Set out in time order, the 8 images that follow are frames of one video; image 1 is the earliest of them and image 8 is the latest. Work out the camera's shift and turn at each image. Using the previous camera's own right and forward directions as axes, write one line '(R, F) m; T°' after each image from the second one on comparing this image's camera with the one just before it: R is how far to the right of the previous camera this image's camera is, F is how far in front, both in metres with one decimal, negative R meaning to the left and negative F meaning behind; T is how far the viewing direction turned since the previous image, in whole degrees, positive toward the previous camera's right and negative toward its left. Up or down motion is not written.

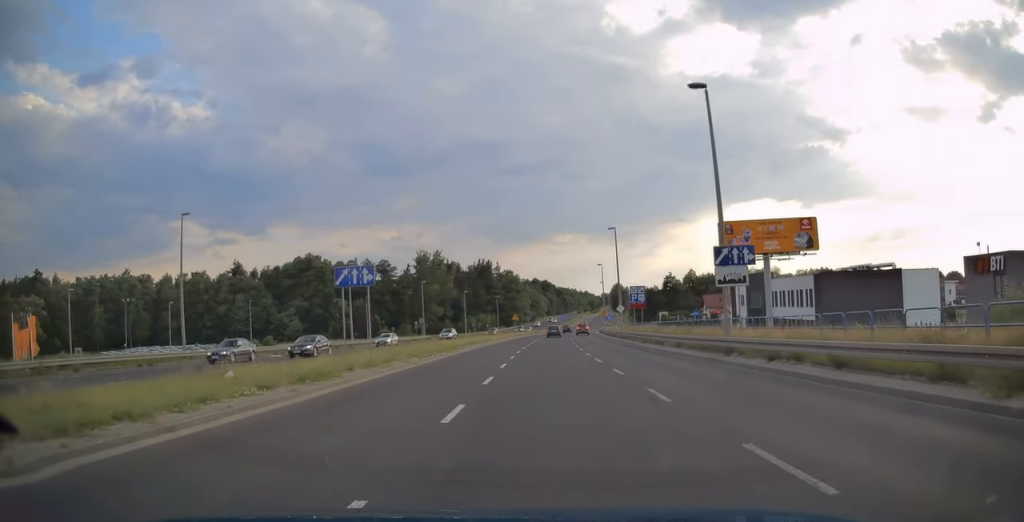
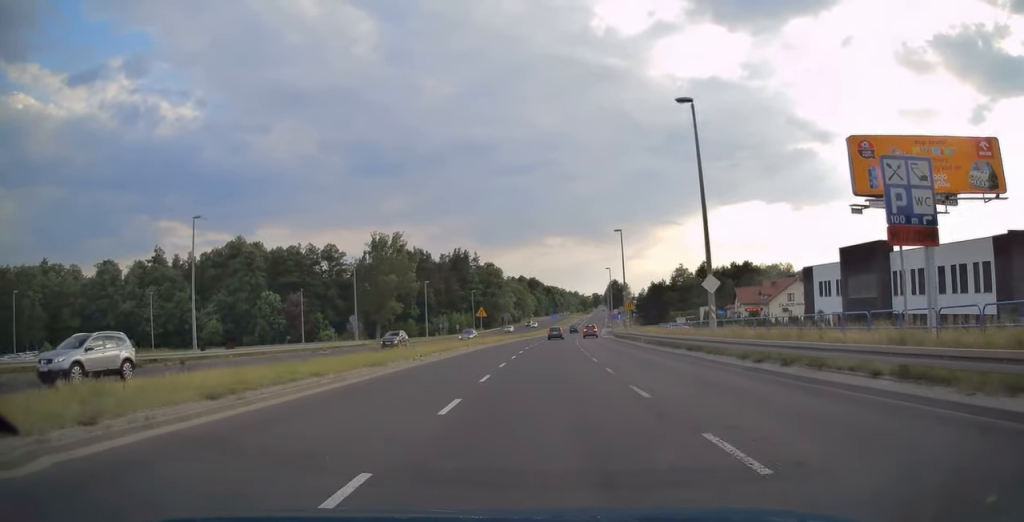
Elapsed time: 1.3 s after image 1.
(+0.1, +34.6) m; 0°
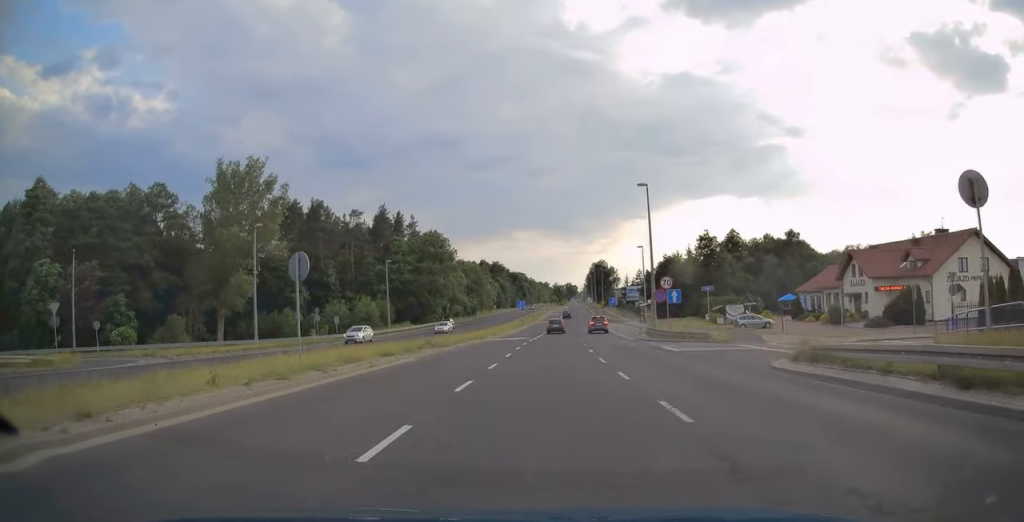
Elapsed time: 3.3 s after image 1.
(+0.9, +56.6) m; +2°
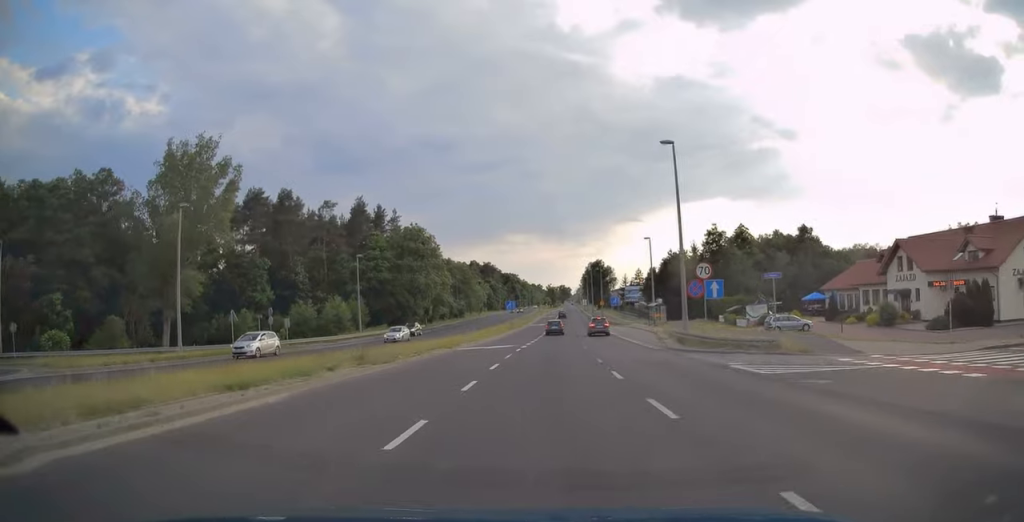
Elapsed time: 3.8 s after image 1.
(-0.1, +11.3) m; +1°
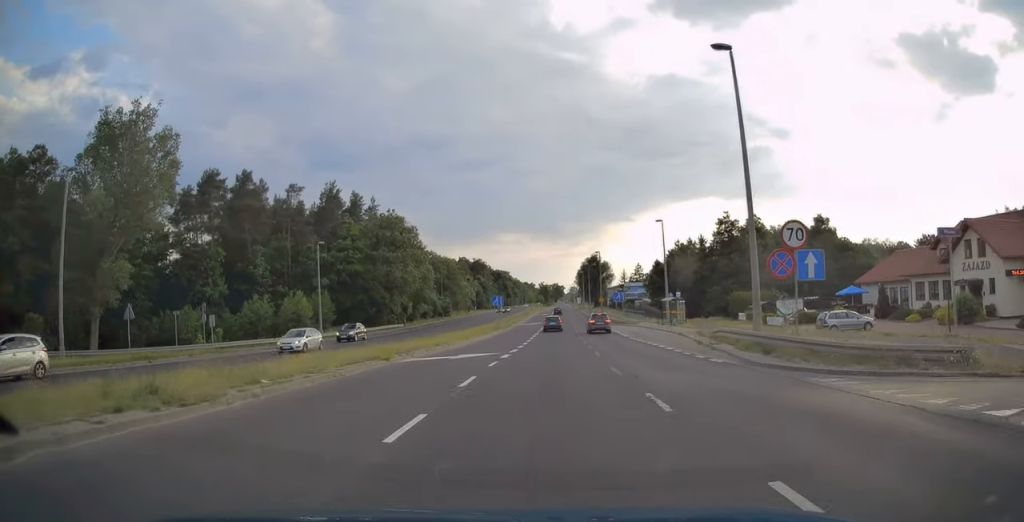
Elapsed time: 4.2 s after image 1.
(+0.2, +11.9) m; +1°
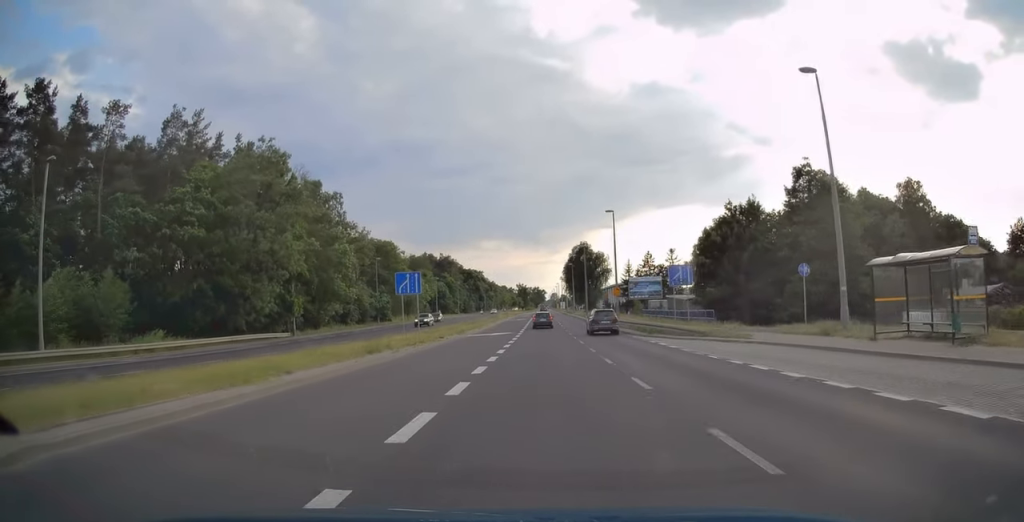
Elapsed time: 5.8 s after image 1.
(+1.3, +40.3) m; +3°
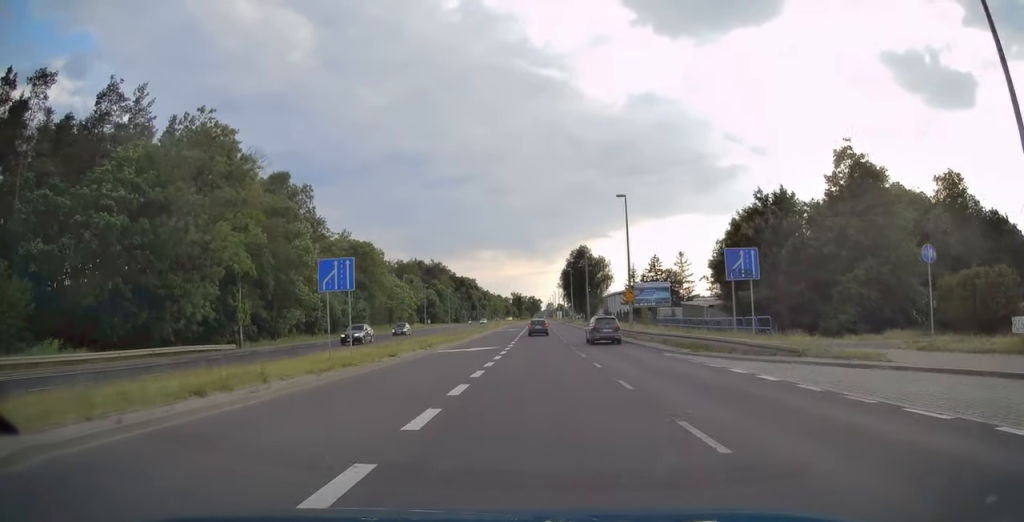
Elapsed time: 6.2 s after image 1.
(0.0, +11.0) m; 0°
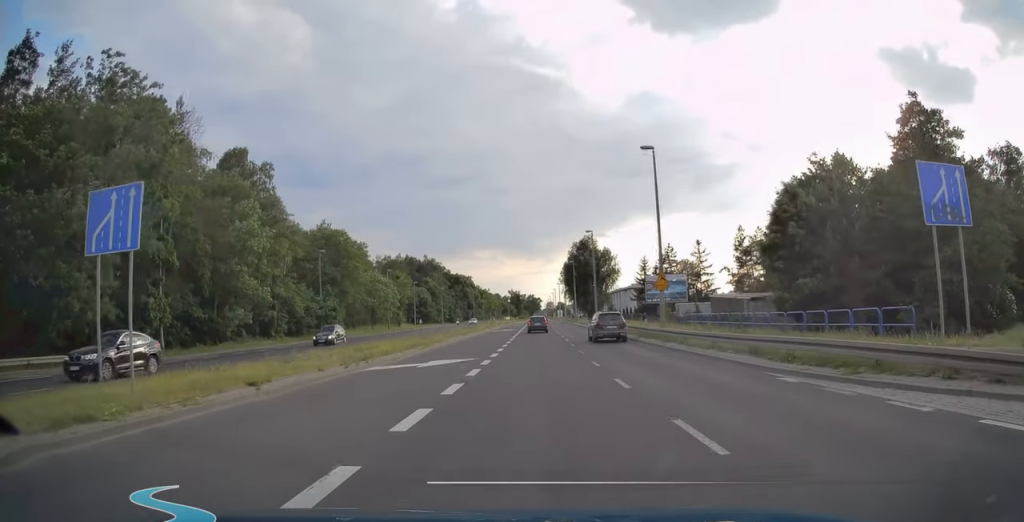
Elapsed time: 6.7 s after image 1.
(0.0, +12.6) m; 0°
